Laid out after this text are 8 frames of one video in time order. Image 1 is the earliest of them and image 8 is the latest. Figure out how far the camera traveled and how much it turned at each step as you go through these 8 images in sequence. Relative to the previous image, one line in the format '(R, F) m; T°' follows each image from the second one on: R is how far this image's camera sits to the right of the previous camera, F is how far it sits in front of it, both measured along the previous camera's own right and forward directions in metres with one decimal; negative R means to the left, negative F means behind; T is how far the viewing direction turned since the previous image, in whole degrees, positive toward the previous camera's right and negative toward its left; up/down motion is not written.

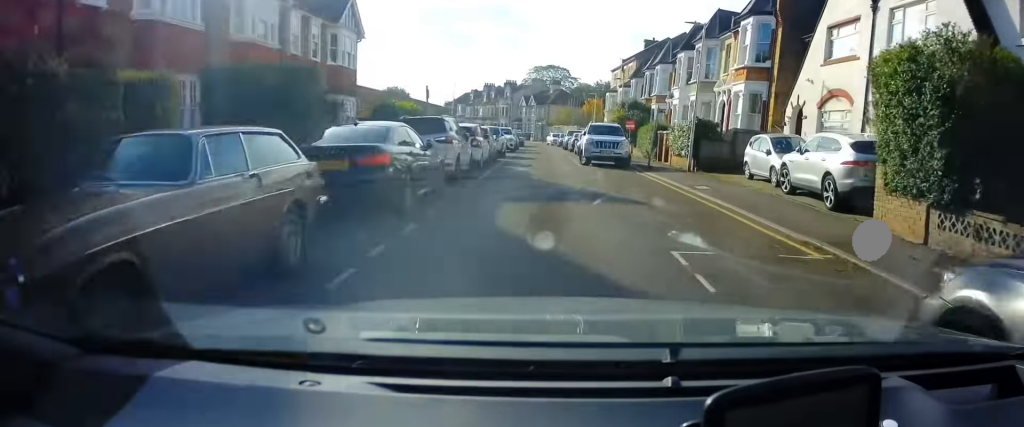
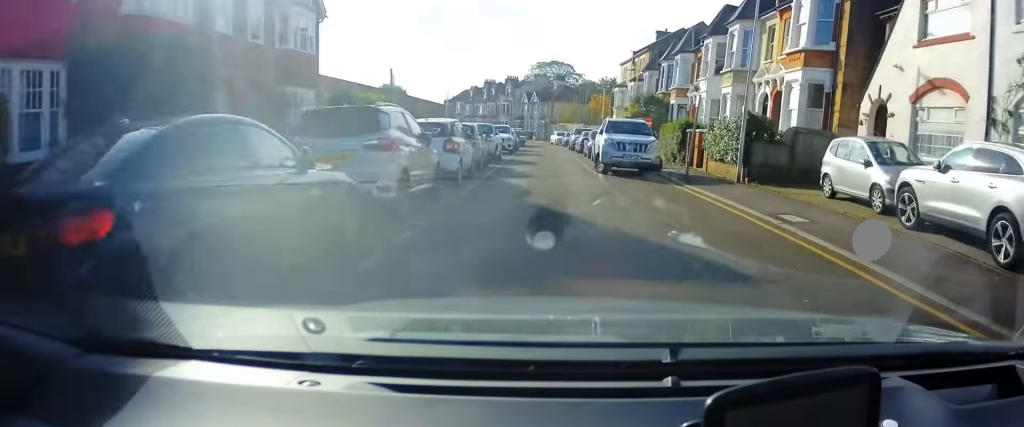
(0.0, +5.5) m; 0°
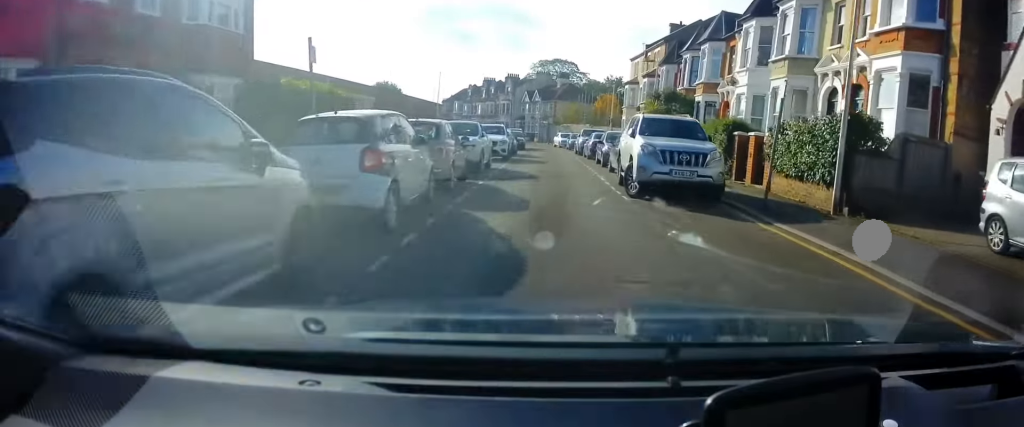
(0.0, +6.1) m; 0°
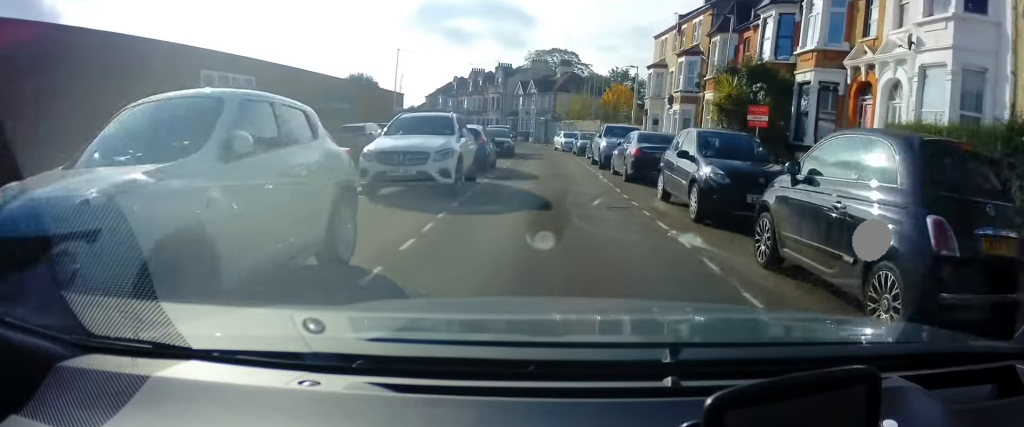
(0.0, +14.3) m; 0°
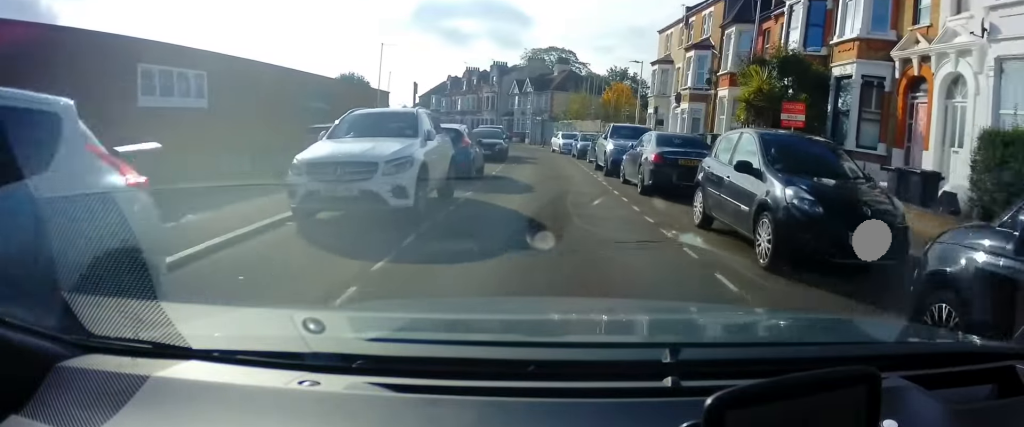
(0.0, +3.1) m; 0°
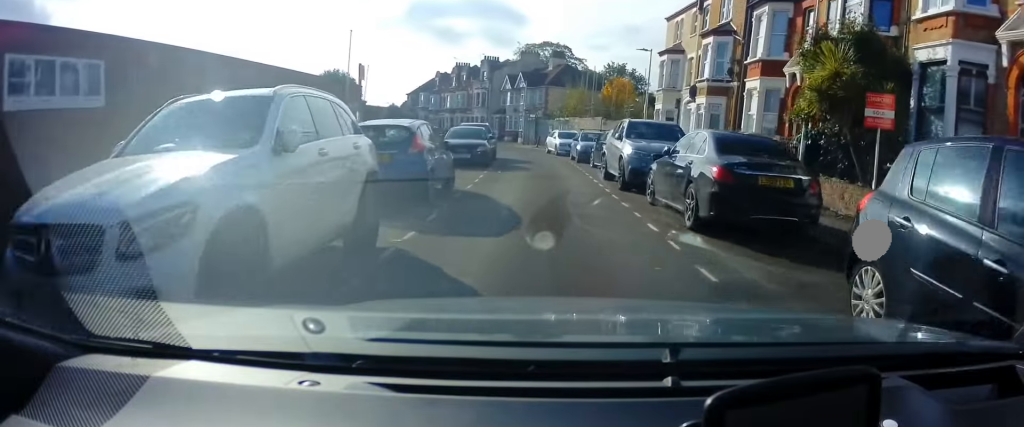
(+0.1, +4.6) m; +1°
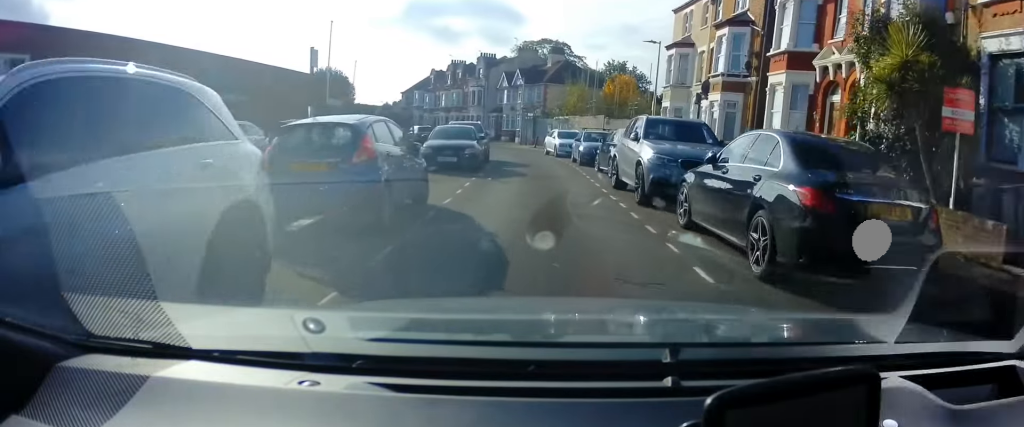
(0.0, +2.6) m; +1°
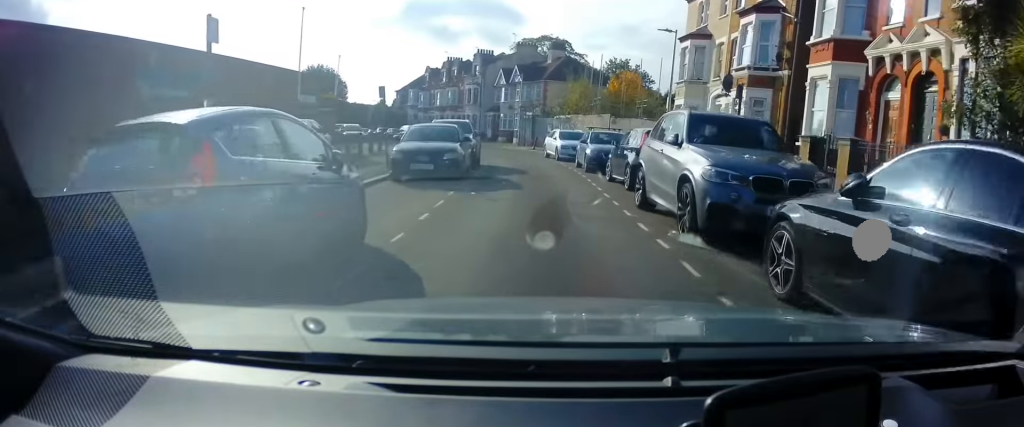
(-0.1, +3.4) m; +2°
